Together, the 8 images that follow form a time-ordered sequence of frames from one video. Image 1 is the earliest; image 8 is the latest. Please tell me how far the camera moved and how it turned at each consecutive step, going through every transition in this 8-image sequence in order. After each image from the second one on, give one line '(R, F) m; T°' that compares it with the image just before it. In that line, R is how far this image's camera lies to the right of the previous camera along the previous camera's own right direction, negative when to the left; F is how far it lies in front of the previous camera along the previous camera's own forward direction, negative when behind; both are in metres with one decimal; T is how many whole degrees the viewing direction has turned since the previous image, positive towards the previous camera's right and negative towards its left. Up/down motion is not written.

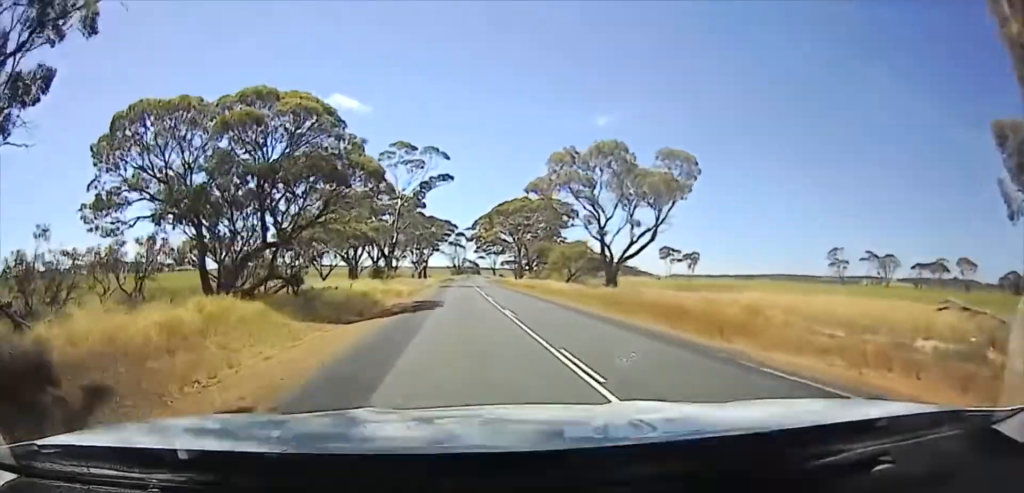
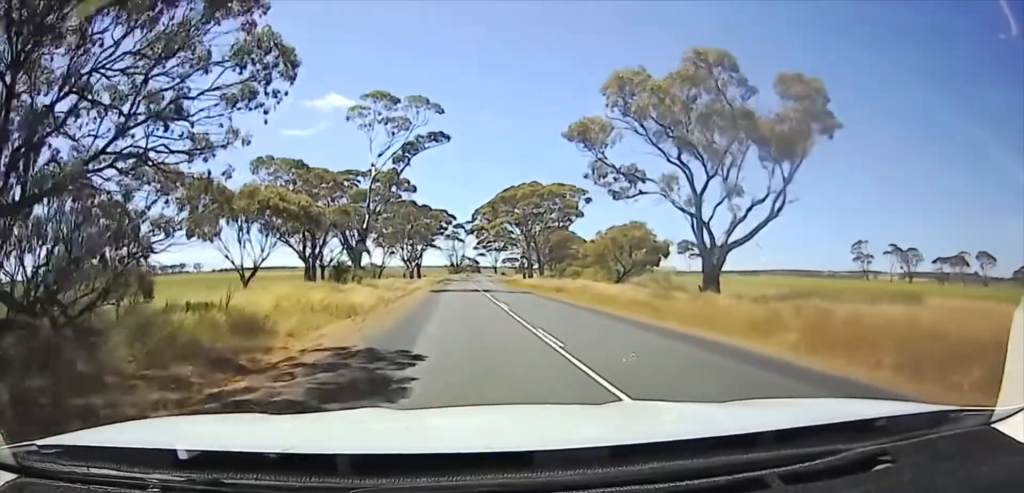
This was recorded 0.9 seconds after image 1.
(0.0, +19.2) m; 0°
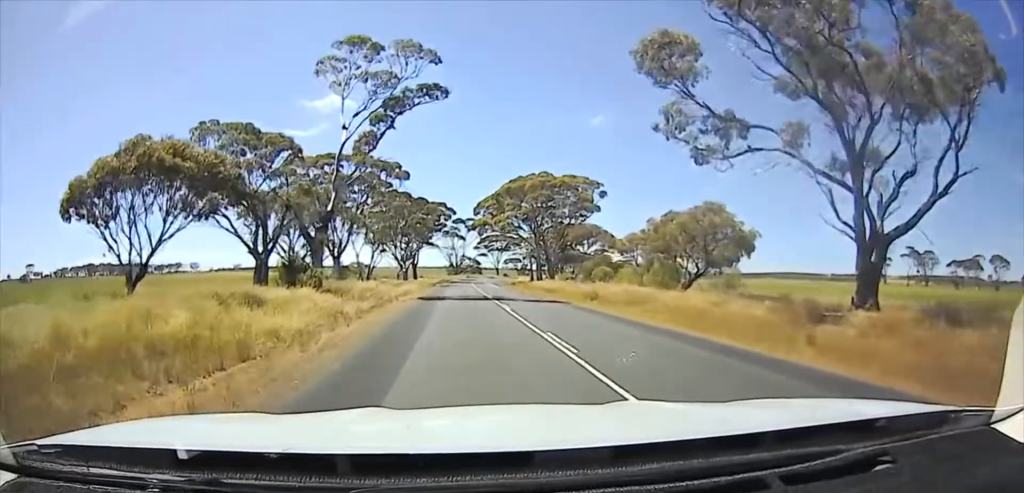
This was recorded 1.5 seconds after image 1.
(0.0, +12.9) m; 0°
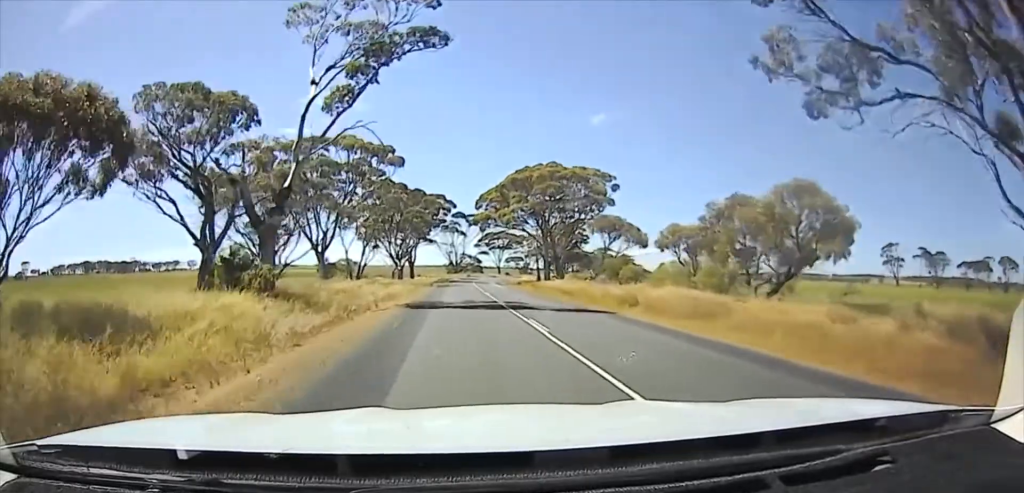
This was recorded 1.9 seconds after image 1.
(0.0, +9.4) m; 0°
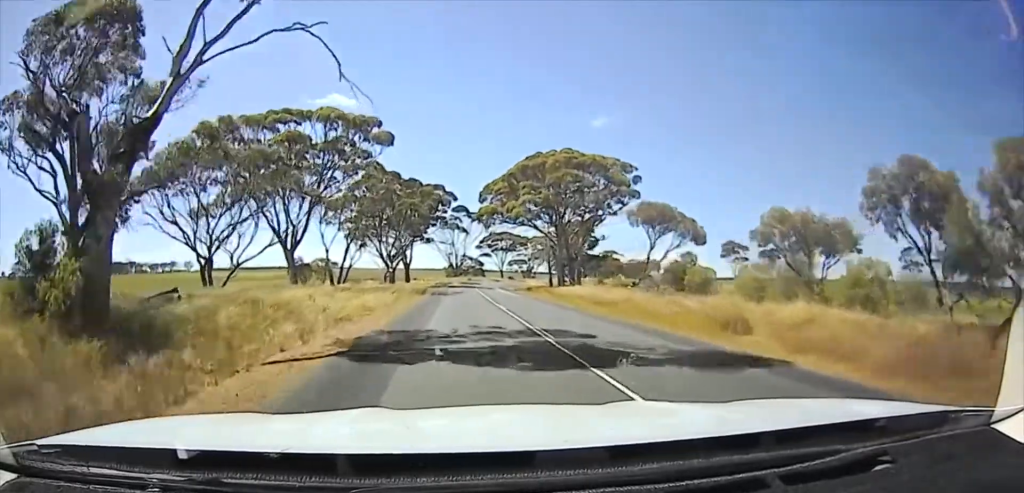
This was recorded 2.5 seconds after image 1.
(0.0, +13.3) m; 0°
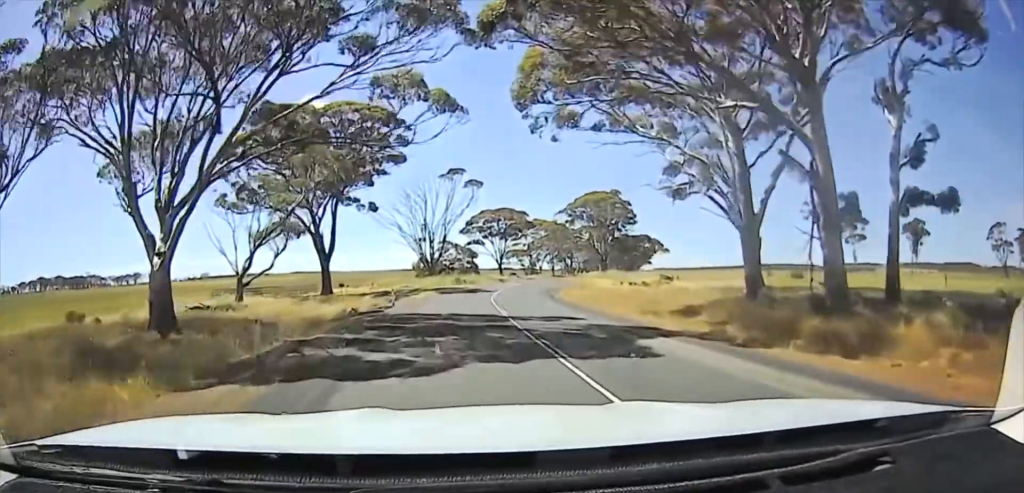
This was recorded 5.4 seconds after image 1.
(0.0, +70.7) m; 0°
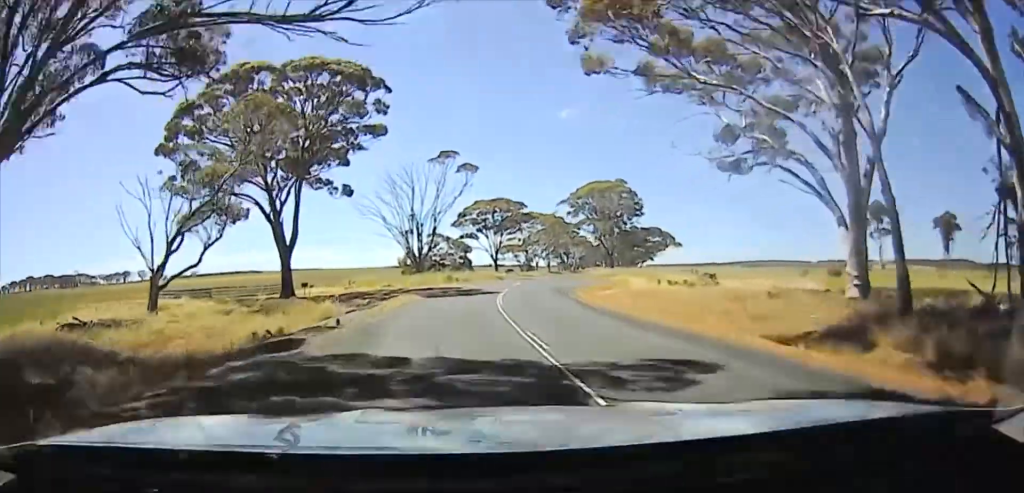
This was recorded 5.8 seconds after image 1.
(0.0, +12.5) m; 0°
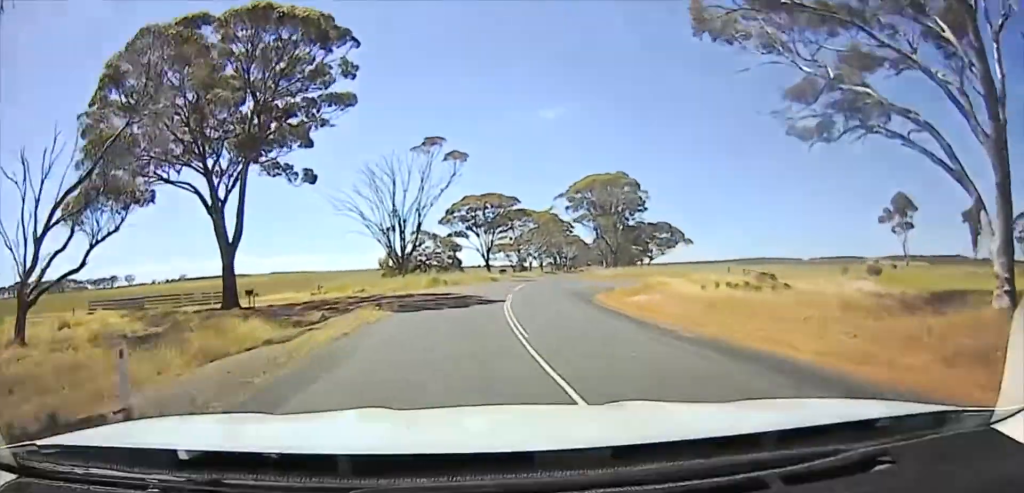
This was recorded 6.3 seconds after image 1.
(0.0, +13.6) m; 0°
